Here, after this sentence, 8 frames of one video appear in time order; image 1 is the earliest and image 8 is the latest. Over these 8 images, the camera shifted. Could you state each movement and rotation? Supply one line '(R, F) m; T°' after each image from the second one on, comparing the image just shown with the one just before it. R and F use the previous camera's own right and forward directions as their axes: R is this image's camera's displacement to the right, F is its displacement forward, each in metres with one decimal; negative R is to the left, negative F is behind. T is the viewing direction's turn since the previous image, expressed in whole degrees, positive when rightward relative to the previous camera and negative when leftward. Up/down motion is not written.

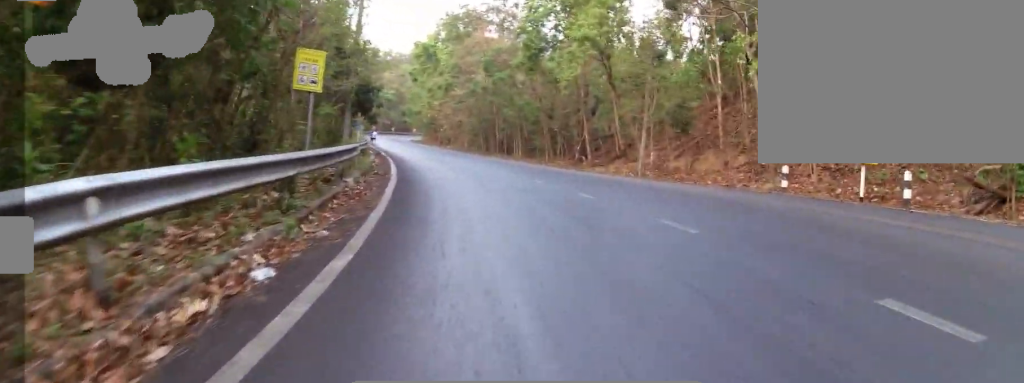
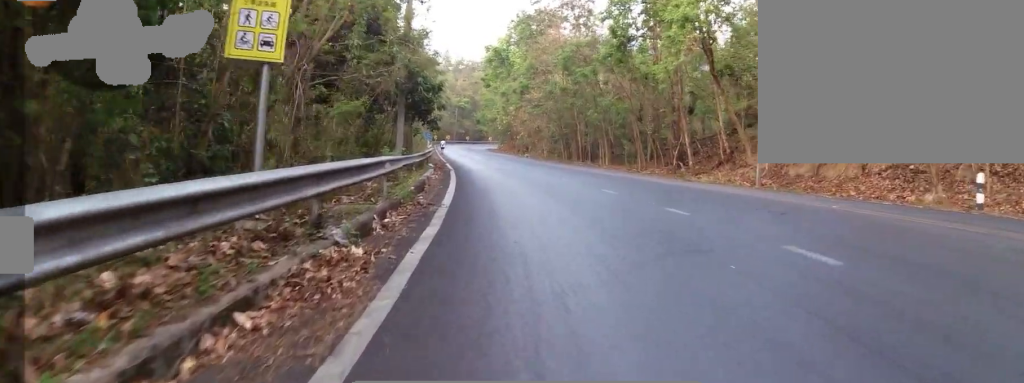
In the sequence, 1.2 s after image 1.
(-1.0, +5.0) m; -16°
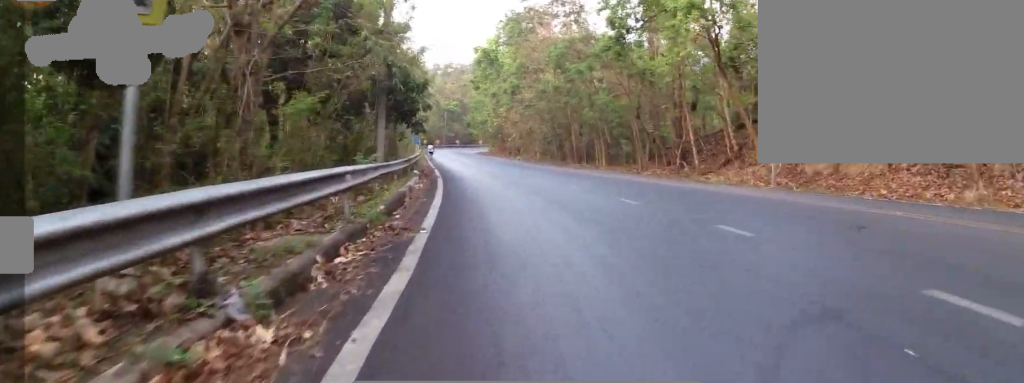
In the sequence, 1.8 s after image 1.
(0.0, +2.0) m; 0°
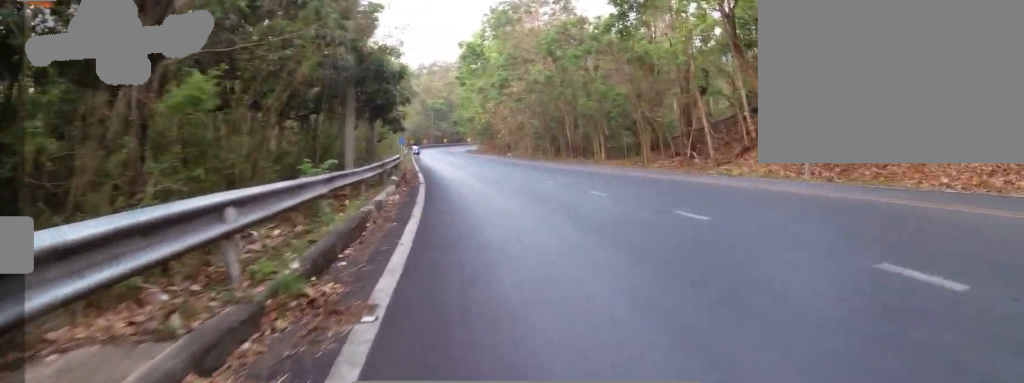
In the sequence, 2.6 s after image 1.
(0.0, +3.0) m; 0°
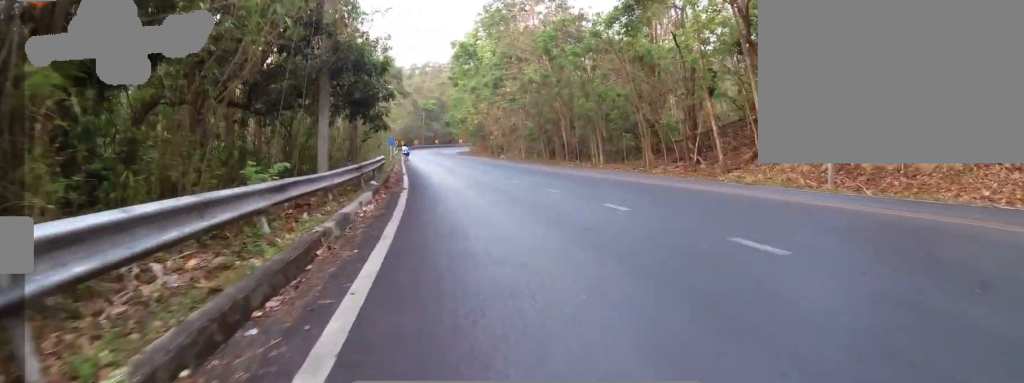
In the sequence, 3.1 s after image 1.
(0.0, +1.8) m; 0°
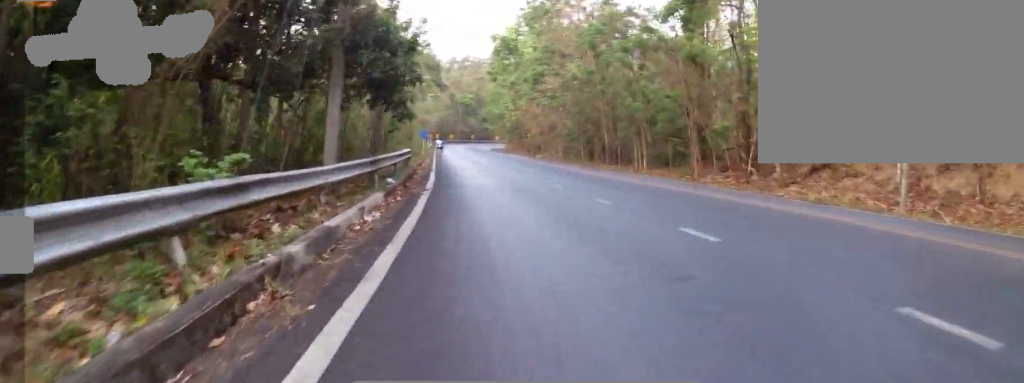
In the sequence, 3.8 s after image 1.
(0.0, +2.1) m; 0°
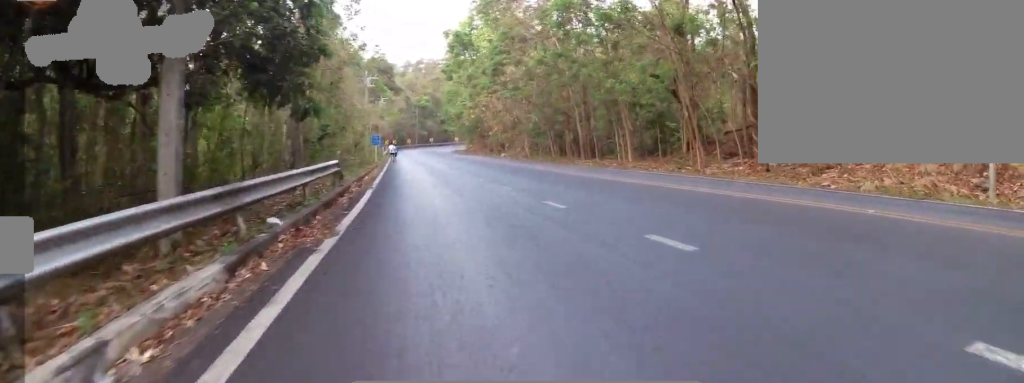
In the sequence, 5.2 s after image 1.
(0.0, +4.9) m; 0°
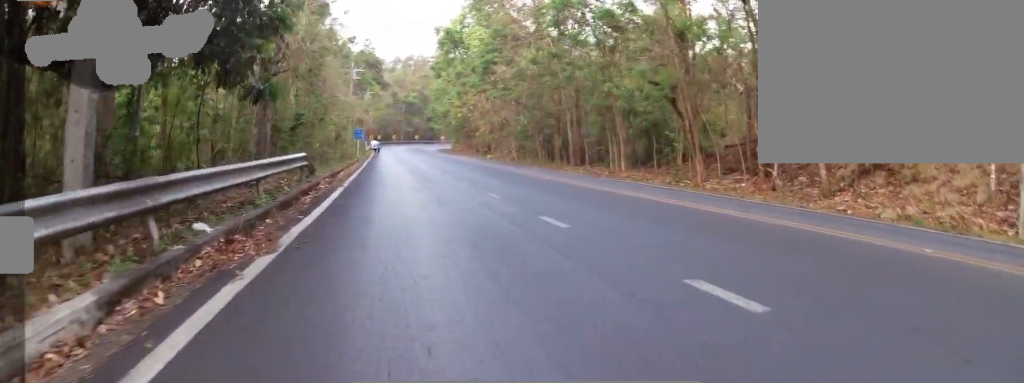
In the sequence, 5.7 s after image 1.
(0.0, +1.6) m; -2°
